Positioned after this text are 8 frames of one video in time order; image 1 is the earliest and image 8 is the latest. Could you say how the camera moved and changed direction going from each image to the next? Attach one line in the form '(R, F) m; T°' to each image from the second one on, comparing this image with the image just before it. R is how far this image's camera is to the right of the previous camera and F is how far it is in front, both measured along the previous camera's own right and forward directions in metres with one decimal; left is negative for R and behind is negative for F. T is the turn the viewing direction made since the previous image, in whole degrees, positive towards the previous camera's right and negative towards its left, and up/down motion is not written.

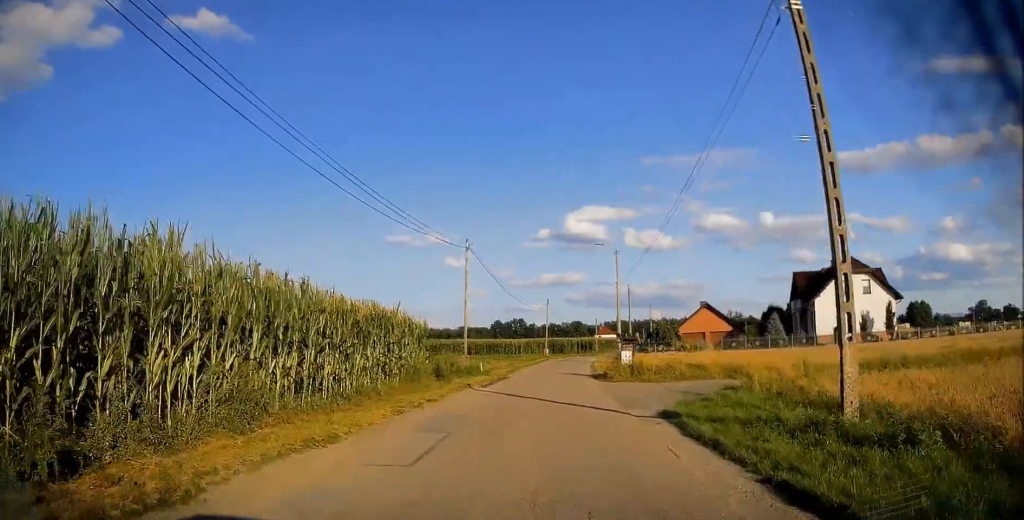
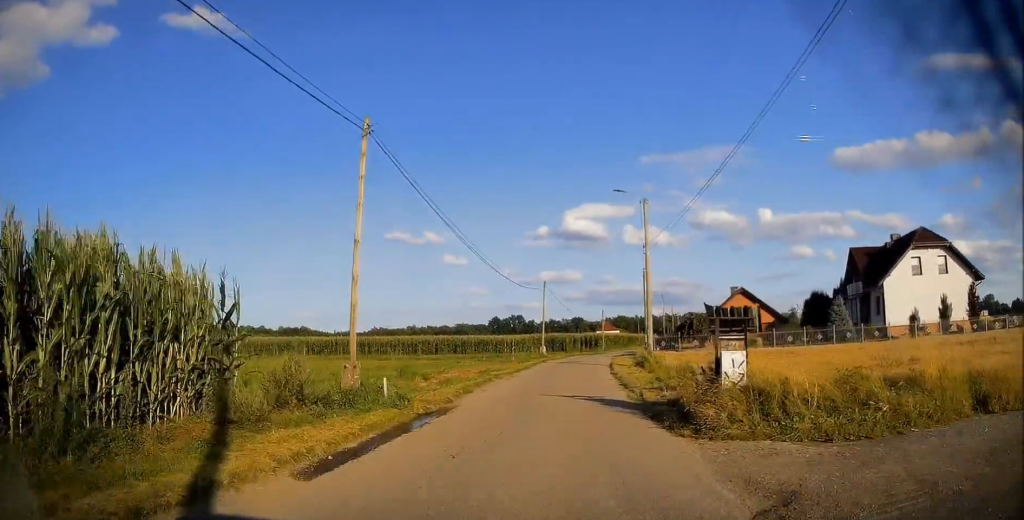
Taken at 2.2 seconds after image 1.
(+0.6, +15.7) m; 0°
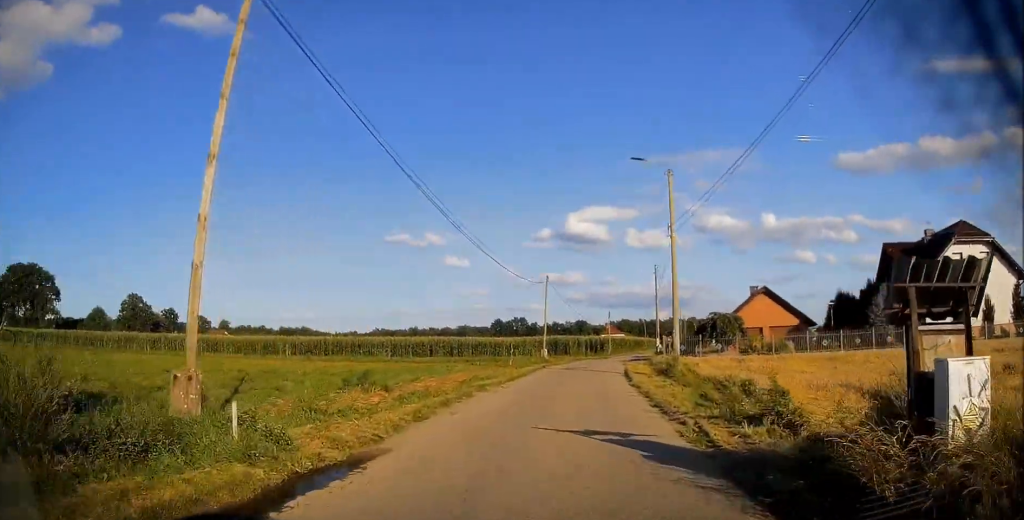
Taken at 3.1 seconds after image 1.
(-0.2, +6.2) m; 0°
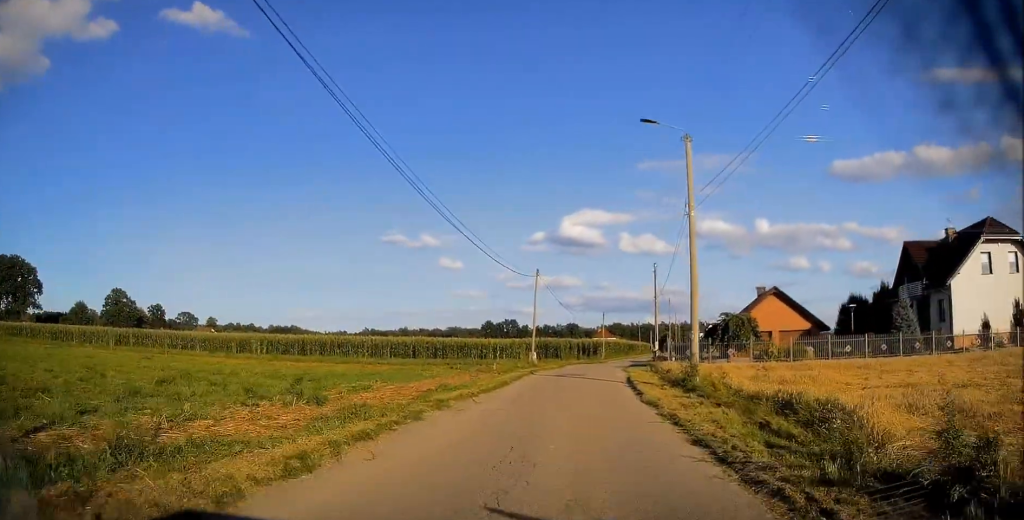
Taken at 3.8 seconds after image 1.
(+0.2, +5.1) m; 0°
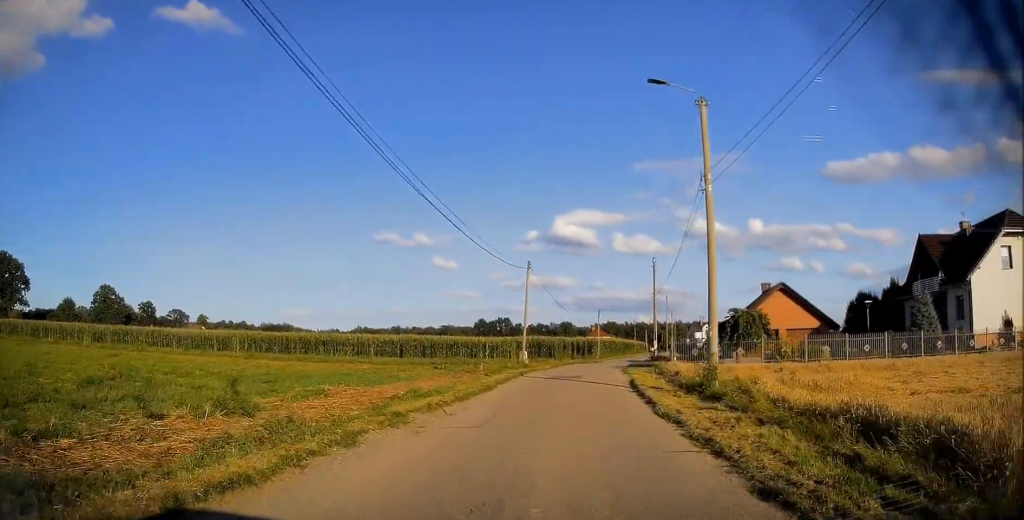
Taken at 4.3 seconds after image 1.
(-0.1, +3.5) m; 0°
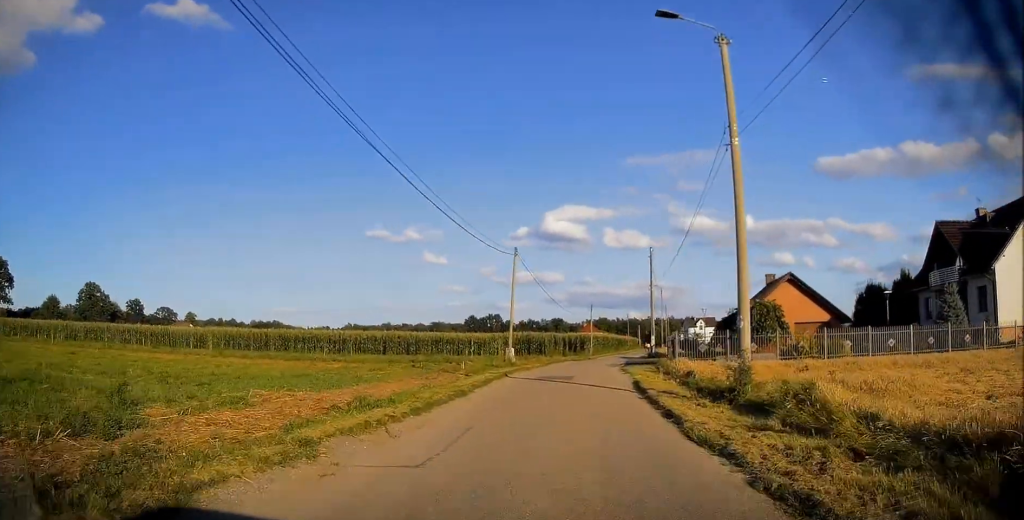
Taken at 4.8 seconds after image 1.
(-0.2, +4.0) m; +1°
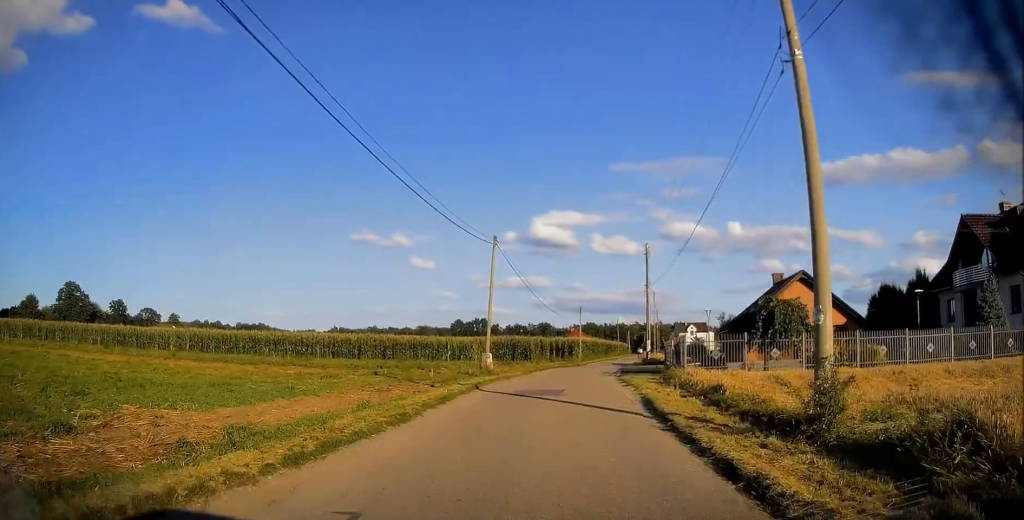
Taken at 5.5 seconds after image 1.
(+0.2, +5.6) m; +2°
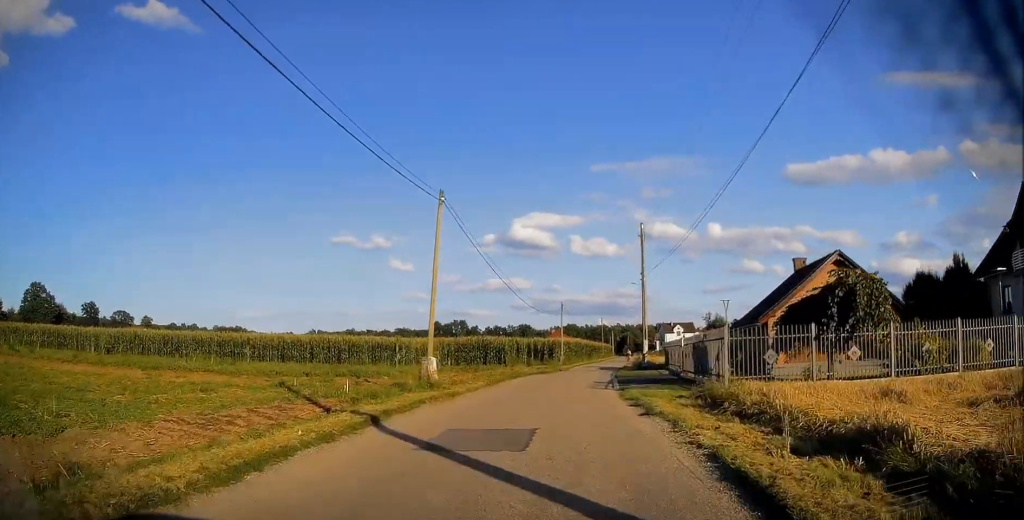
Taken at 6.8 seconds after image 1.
(+0.2, +10.7) m; +2°
